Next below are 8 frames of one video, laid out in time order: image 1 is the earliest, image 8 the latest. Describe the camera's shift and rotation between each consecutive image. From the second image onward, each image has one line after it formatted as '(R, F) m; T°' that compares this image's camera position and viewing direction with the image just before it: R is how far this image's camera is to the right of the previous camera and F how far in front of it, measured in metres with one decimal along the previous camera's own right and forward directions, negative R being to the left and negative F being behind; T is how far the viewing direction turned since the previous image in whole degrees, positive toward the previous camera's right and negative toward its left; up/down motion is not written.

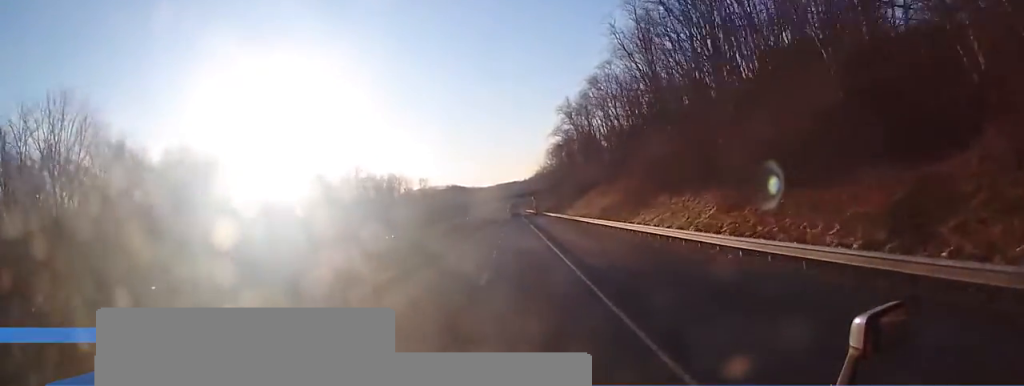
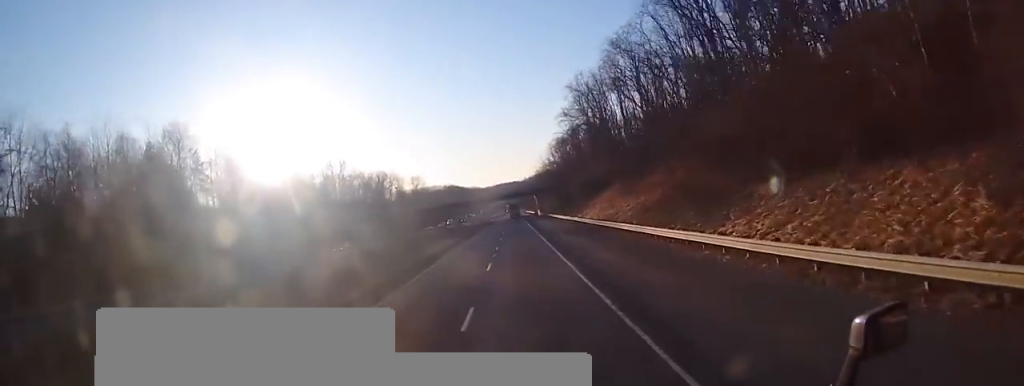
(0.0, +19.6) m; 0°
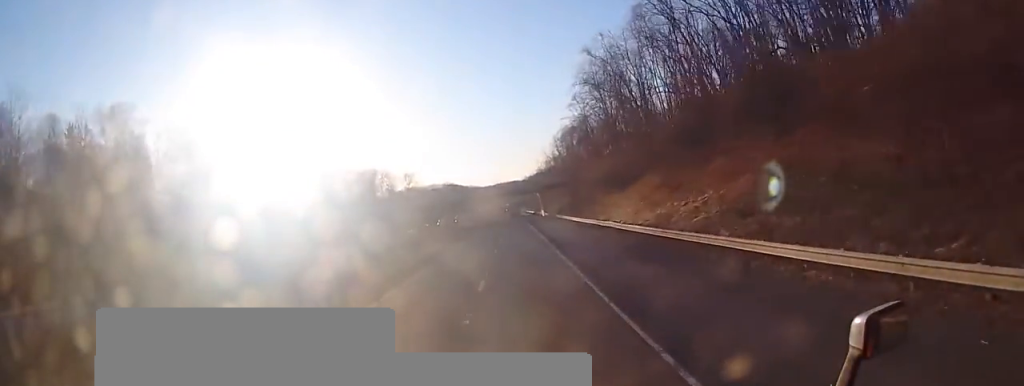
(0.0, +18.1) m; 0°
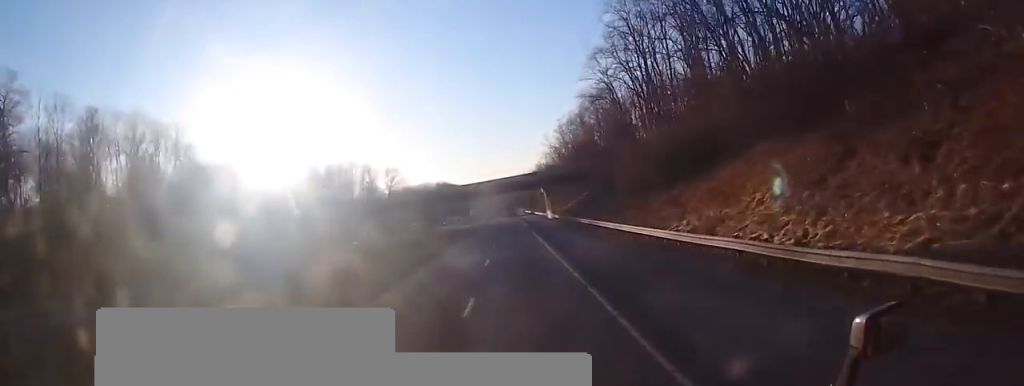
(-0.1, +28.4) m; 0°
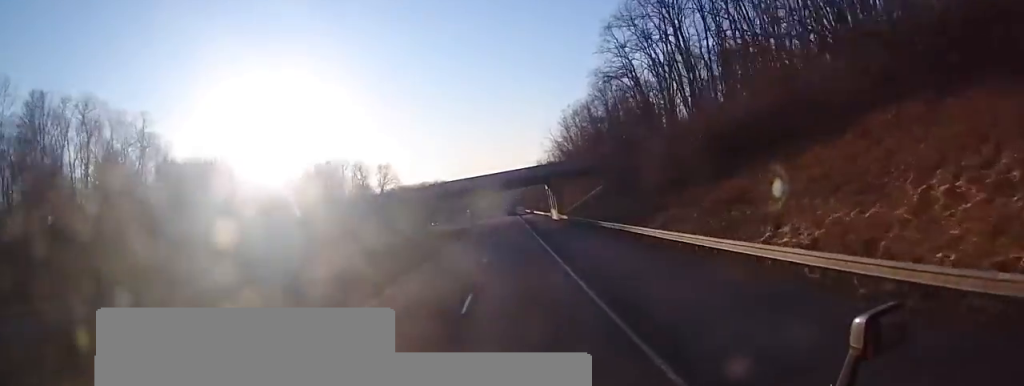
(+0.1, +12.3) m; 0°
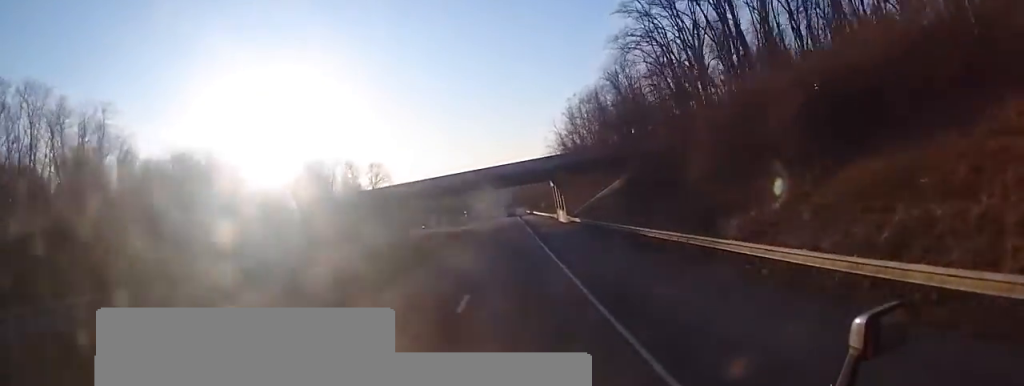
(0.0, +11.8) m; 0°
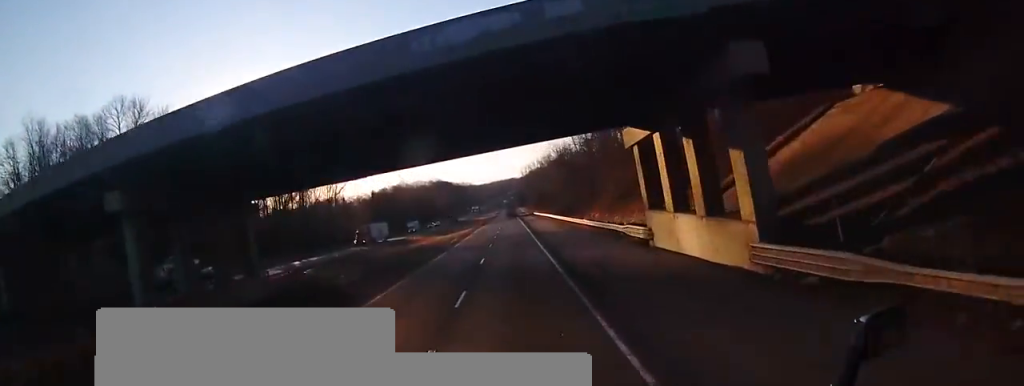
(0.0, +47.8) m; 0°
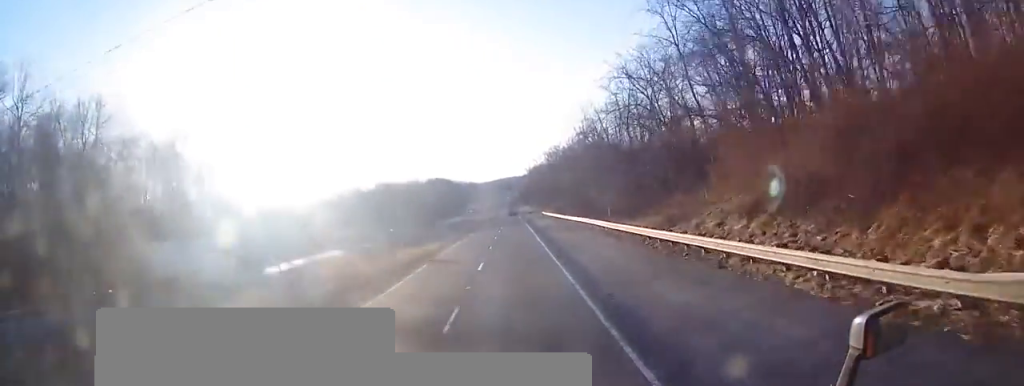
(-0.4, +39.4) m; 0°
